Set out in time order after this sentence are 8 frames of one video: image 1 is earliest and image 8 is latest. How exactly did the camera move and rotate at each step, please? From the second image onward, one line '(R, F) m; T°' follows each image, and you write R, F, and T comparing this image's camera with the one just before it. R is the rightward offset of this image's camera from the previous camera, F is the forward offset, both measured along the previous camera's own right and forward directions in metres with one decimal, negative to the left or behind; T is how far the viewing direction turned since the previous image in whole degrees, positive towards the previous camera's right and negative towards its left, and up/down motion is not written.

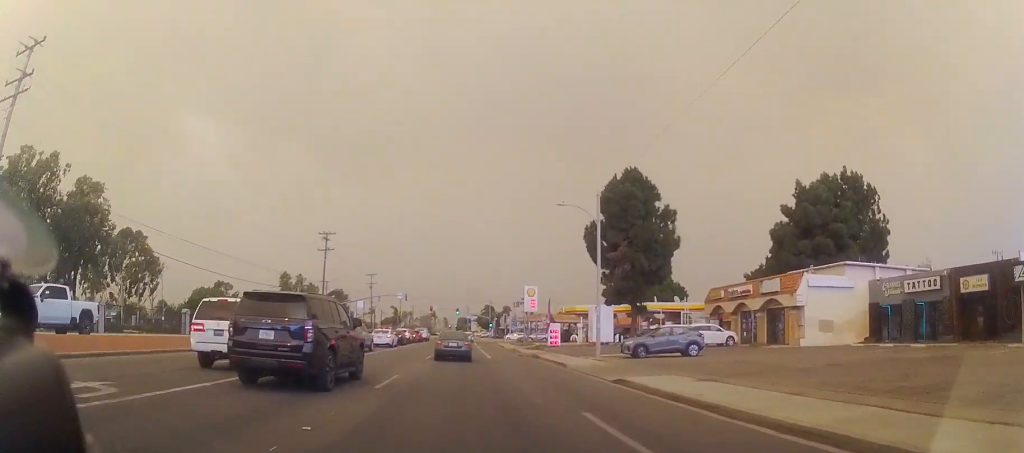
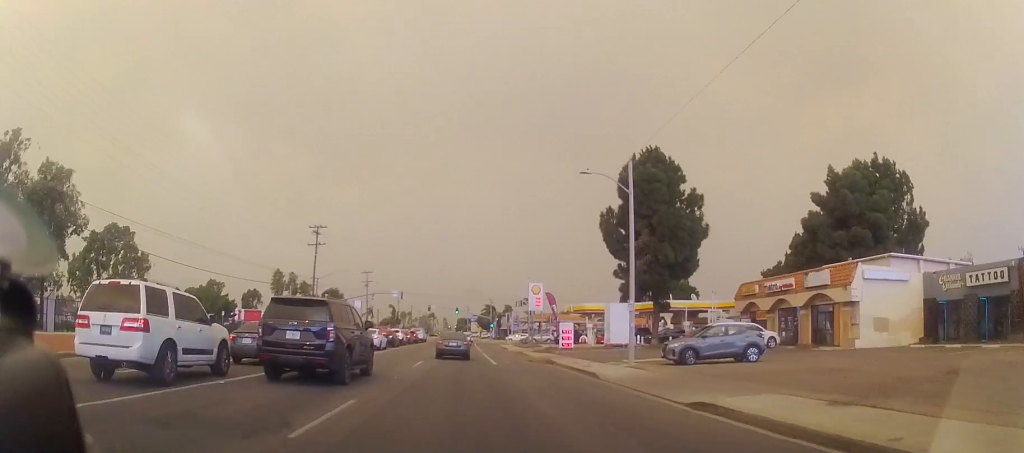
(+0.2, +6.0) m; 0°
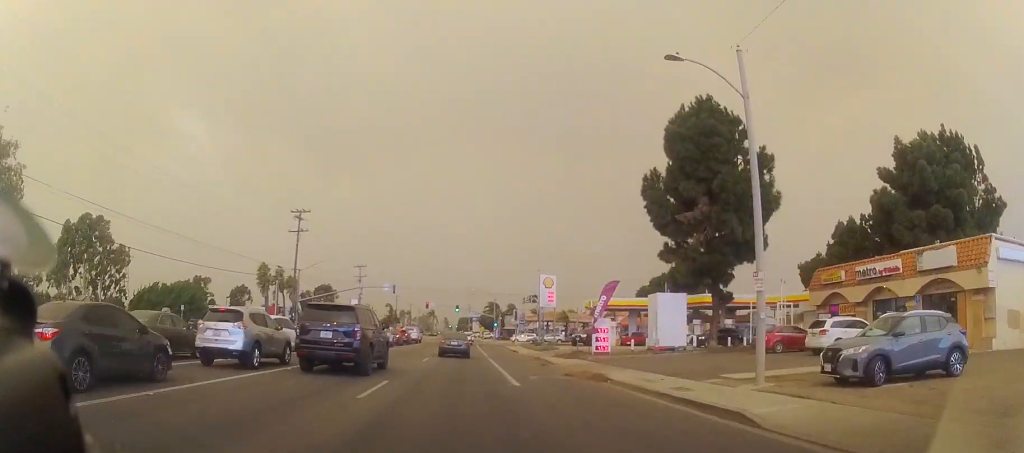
(-0.2, +10.5) m; -2°
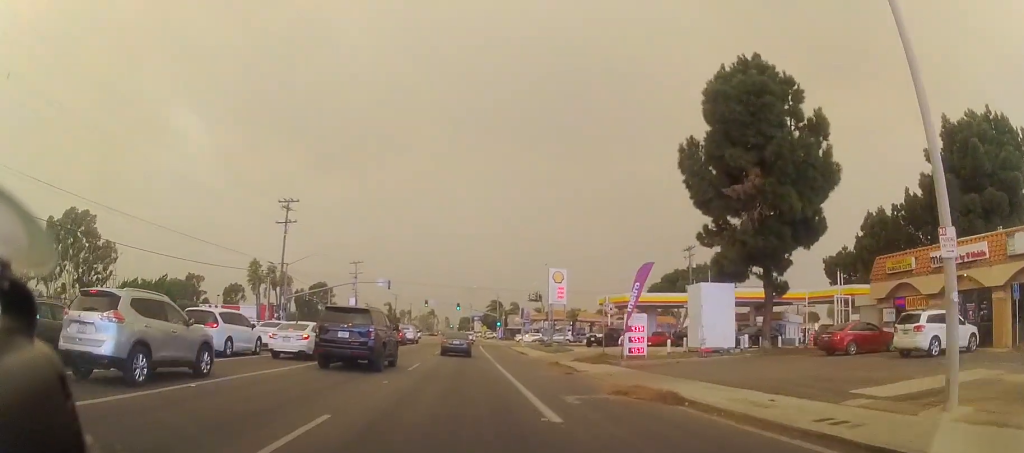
(-0.1, +6.3) m; -1°
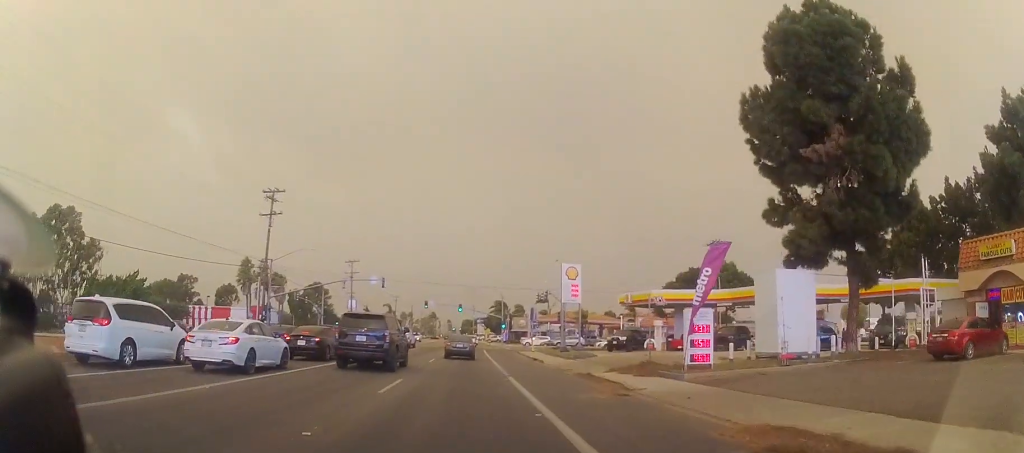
(0.0, +6.9) m; 0°
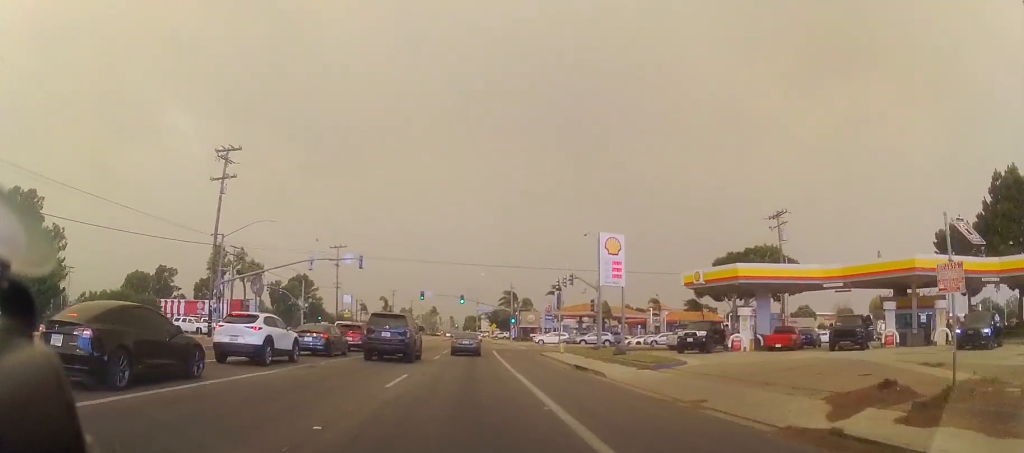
(0.0, +15.1) m; 0°
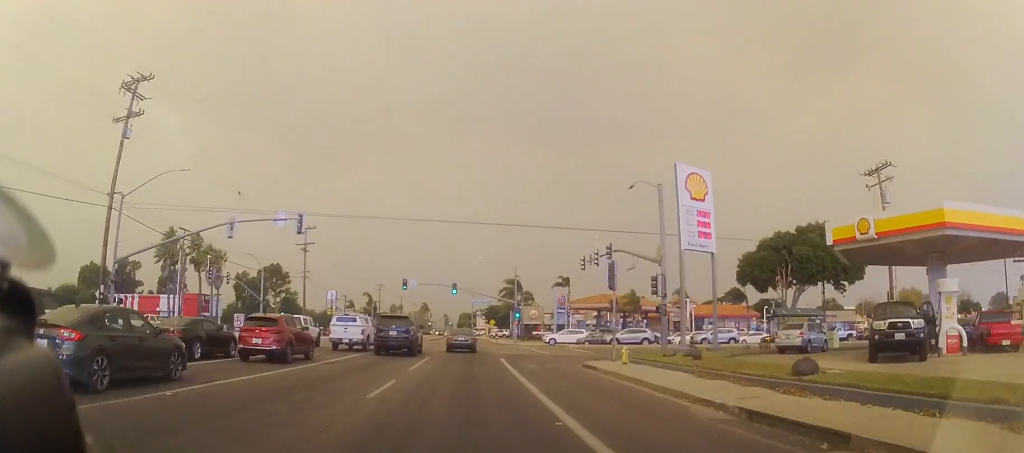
(0.0, +16.8) m; 0°
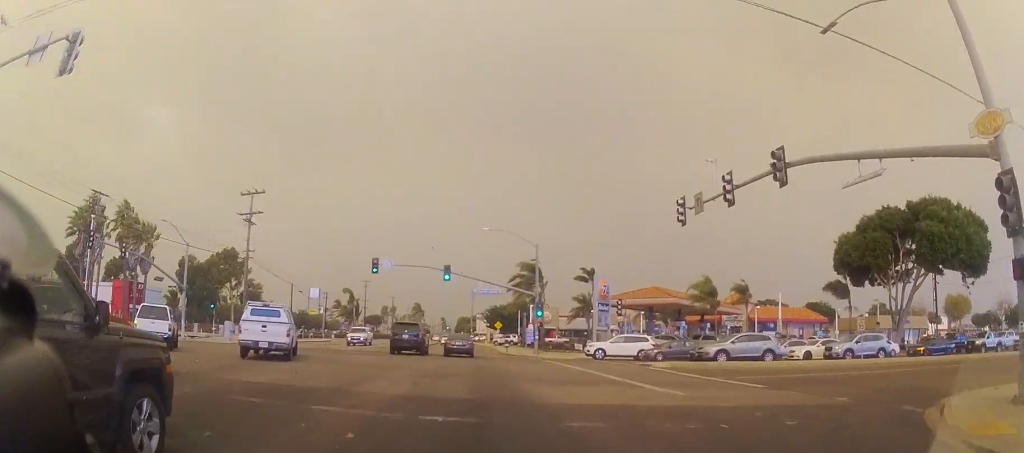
(0.0, +22.7) m; 0°
